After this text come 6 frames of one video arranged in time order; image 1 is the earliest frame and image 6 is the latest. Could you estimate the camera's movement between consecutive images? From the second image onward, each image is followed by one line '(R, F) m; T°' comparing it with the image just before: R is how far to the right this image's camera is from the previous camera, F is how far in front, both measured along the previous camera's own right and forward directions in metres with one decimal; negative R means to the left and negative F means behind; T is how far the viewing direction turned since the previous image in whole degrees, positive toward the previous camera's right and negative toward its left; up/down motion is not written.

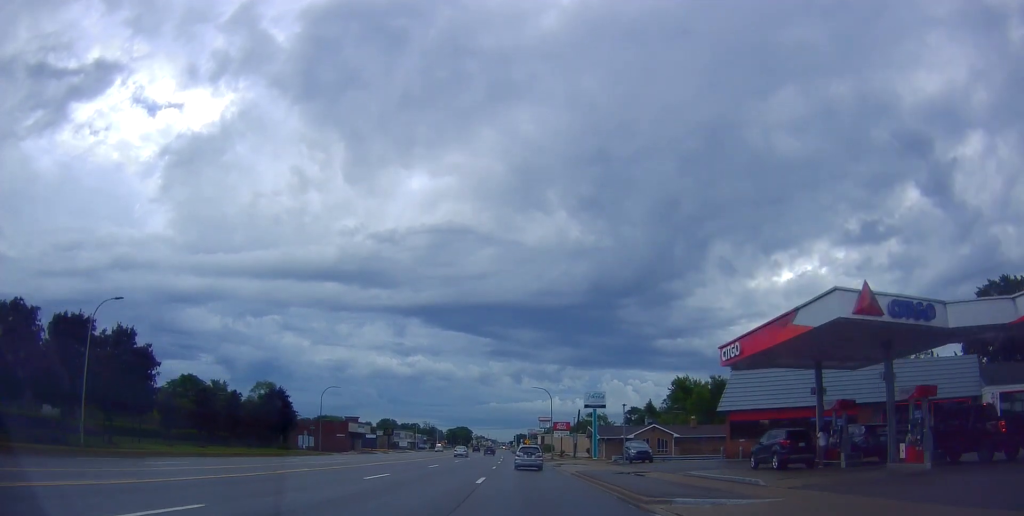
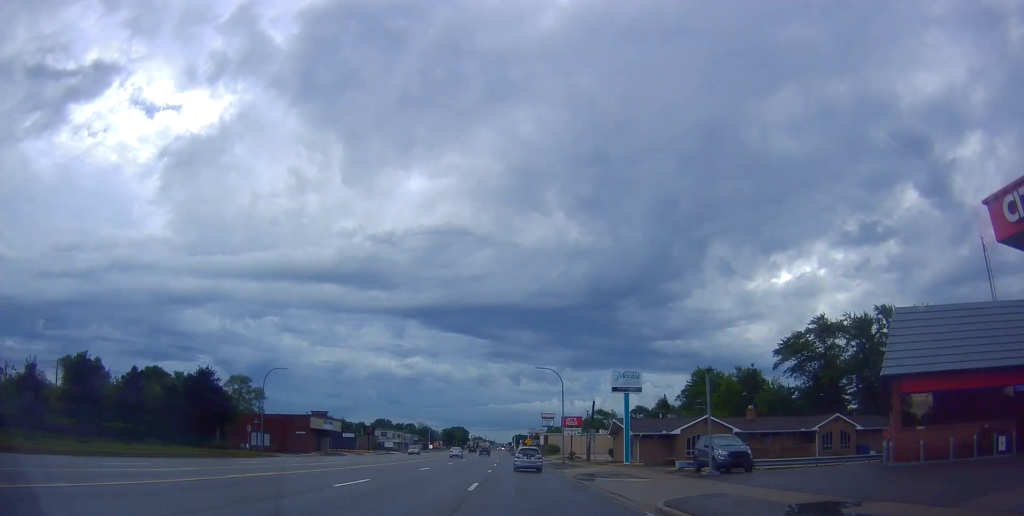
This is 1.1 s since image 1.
(0.0, +19.0) m; 0°
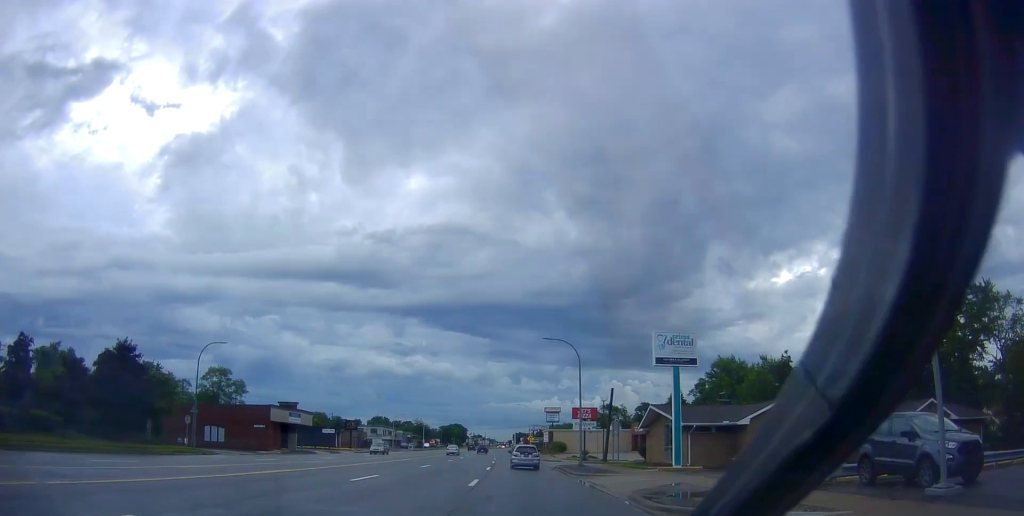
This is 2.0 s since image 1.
(0.0, +14.1) m; -2°
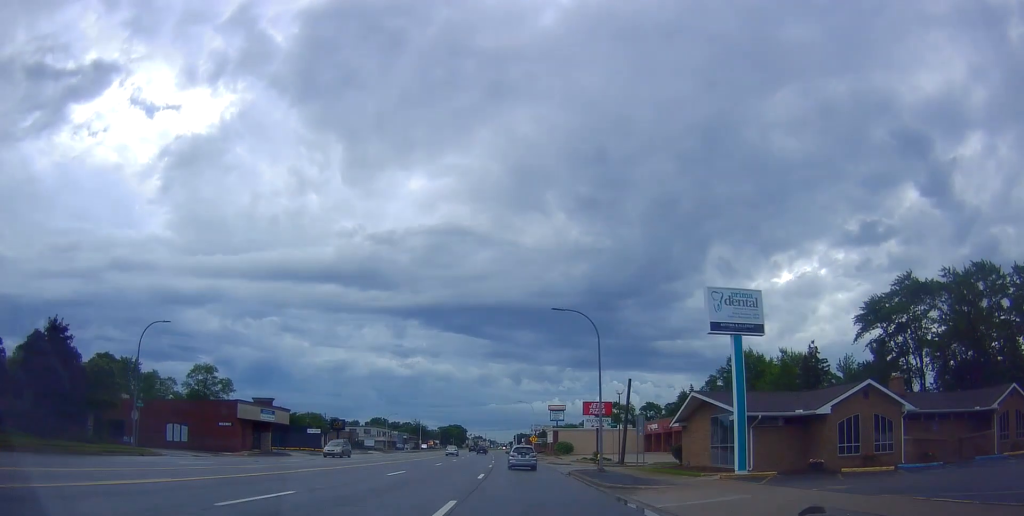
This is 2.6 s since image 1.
(-0.3, +9.0) m; 0°
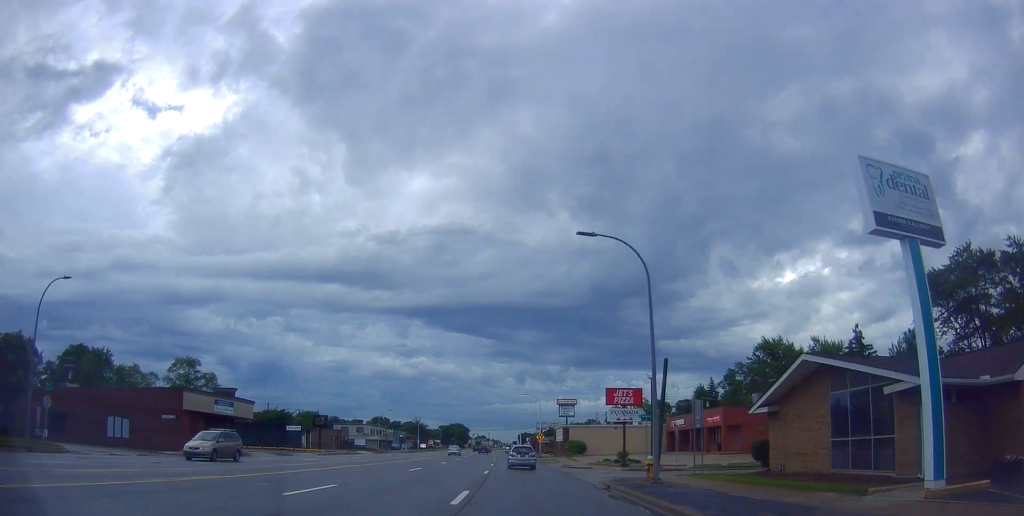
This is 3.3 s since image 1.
(-0.1, +11.6) m; 0°
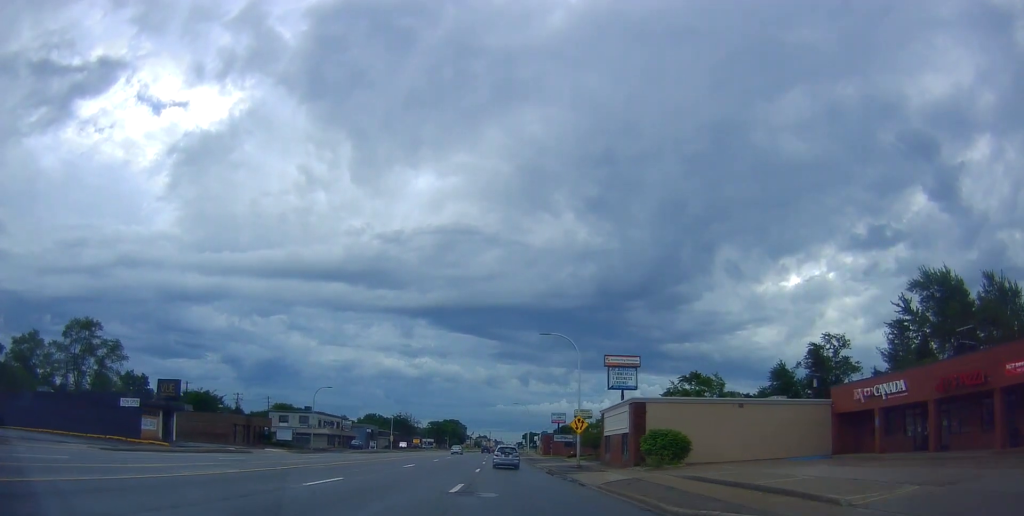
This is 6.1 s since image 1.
(+0.4, +43.3) m; 0°
